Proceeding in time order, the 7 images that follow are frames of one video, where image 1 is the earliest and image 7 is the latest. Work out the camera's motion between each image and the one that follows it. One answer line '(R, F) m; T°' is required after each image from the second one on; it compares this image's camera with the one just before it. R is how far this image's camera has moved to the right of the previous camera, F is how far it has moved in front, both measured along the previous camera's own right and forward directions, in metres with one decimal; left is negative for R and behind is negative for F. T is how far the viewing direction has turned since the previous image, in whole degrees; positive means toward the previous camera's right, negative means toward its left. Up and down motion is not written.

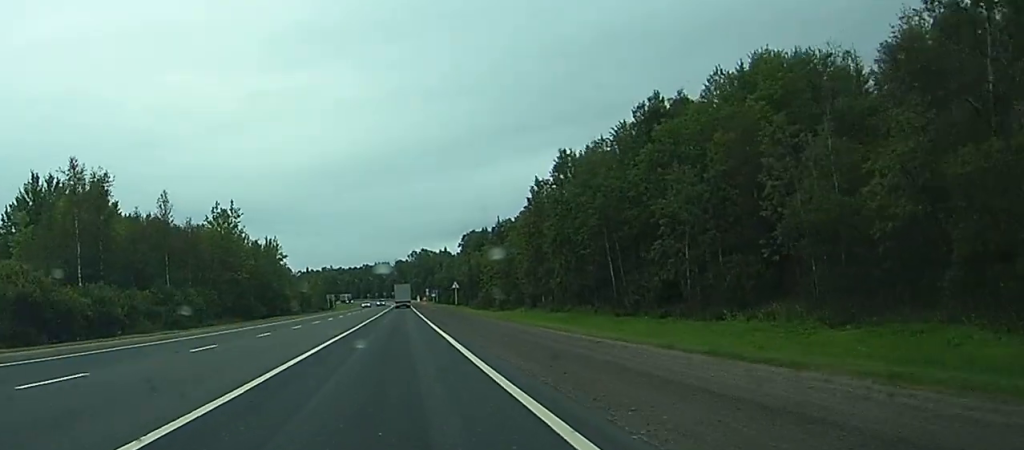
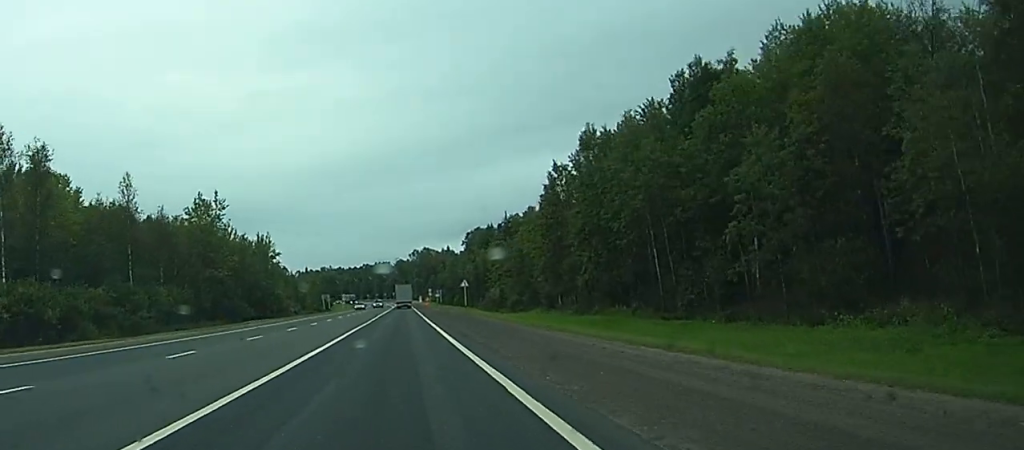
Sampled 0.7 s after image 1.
(0.0, +15.0) m; 0°
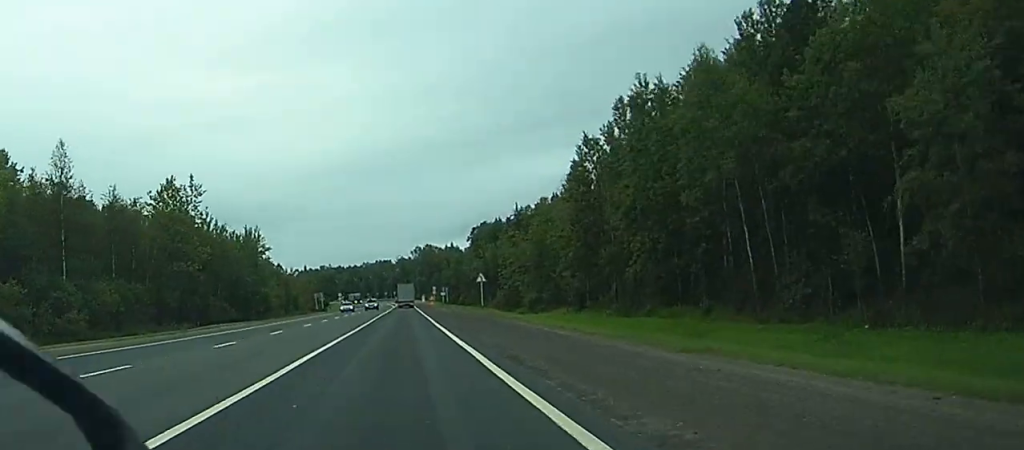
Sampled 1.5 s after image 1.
(-0.1, +18.7) m; 0°
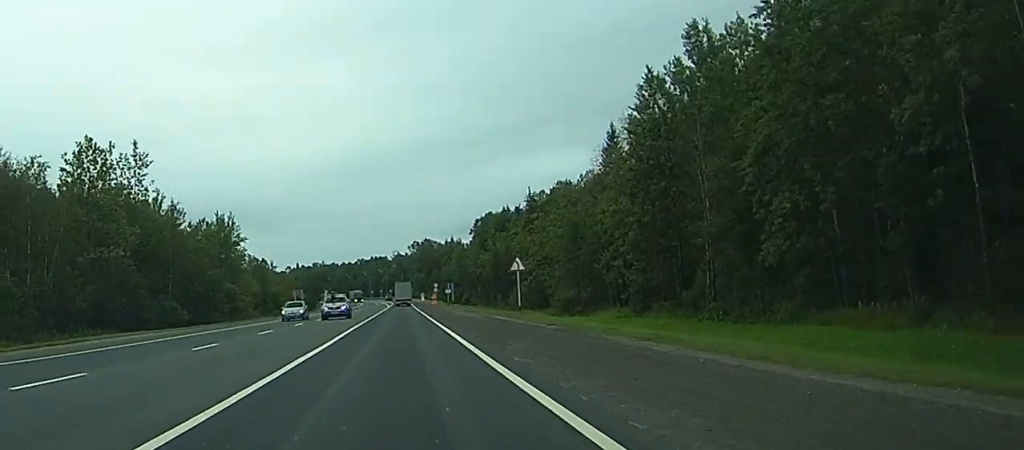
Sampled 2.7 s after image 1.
(+0.1, +26.7) m; 0°
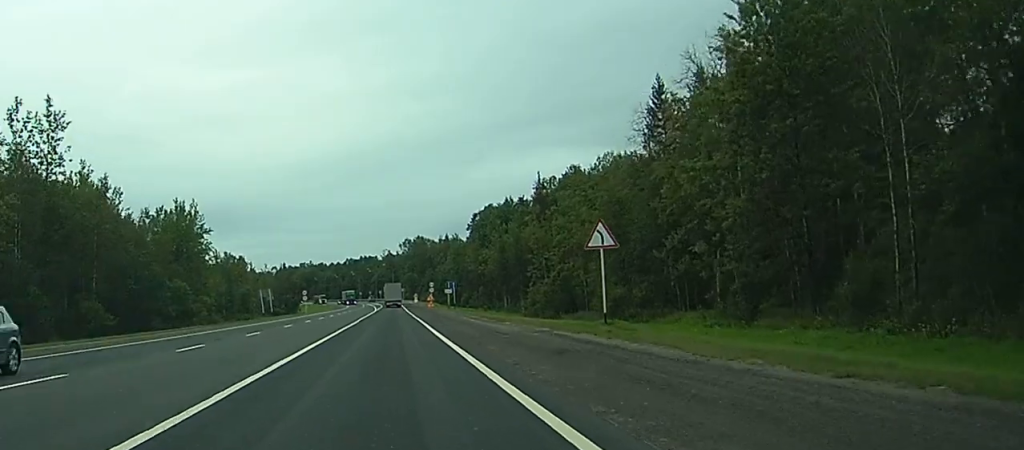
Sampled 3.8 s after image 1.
(0.0, +24.3) m; 0°
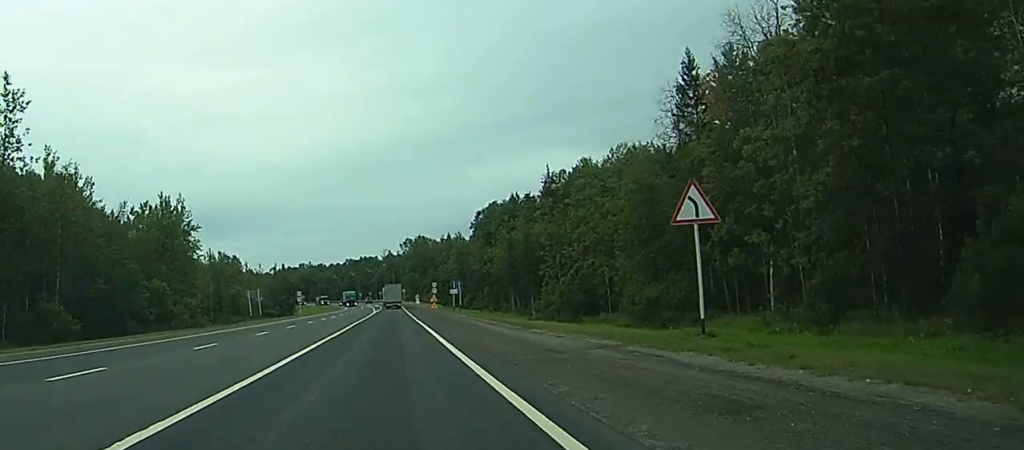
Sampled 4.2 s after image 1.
(0.0, +9.5) m; 0°
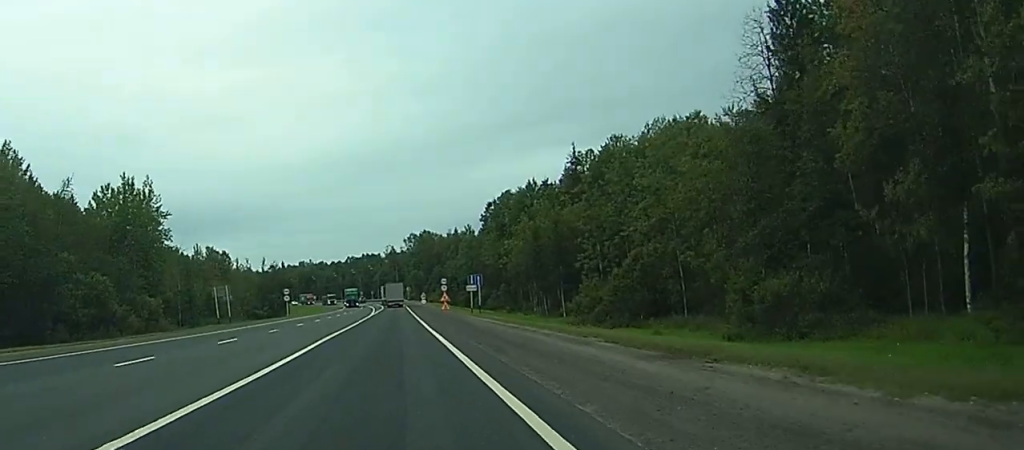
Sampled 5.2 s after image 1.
(+0.1, +20.3) m; 0°
